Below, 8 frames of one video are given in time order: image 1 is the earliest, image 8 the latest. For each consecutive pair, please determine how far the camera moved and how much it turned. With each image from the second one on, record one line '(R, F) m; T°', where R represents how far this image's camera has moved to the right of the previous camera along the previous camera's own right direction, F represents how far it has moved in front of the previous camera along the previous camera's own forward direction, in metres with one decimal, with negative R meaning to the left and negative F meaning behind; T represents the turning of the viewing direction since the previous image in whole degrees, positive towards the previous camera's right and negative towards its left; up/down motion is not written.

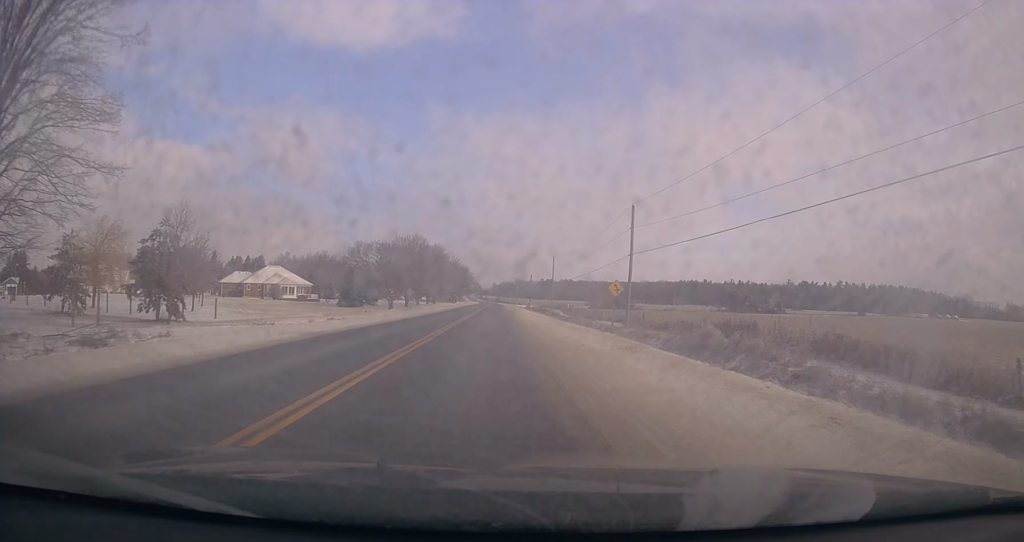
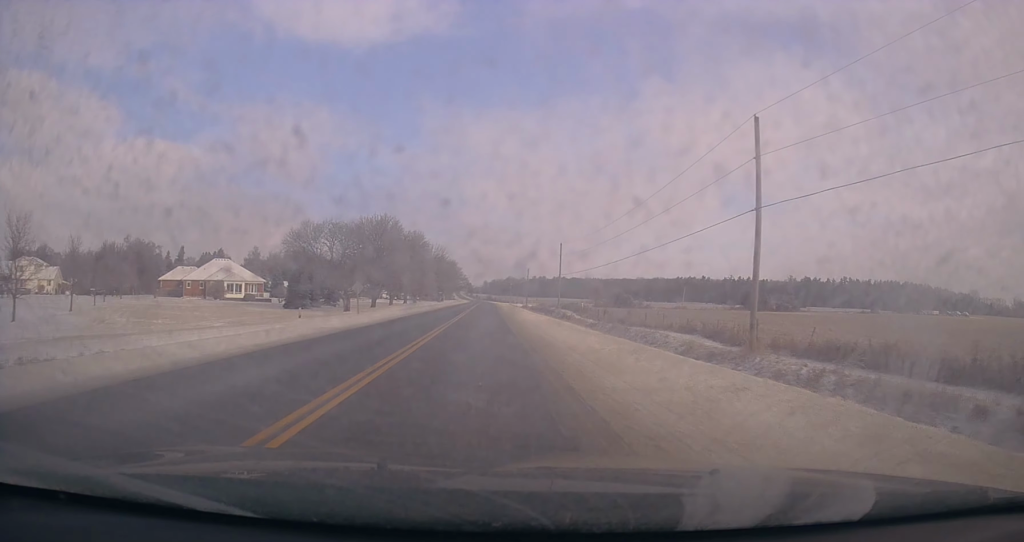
(+0.1, +25.1) m; +1°
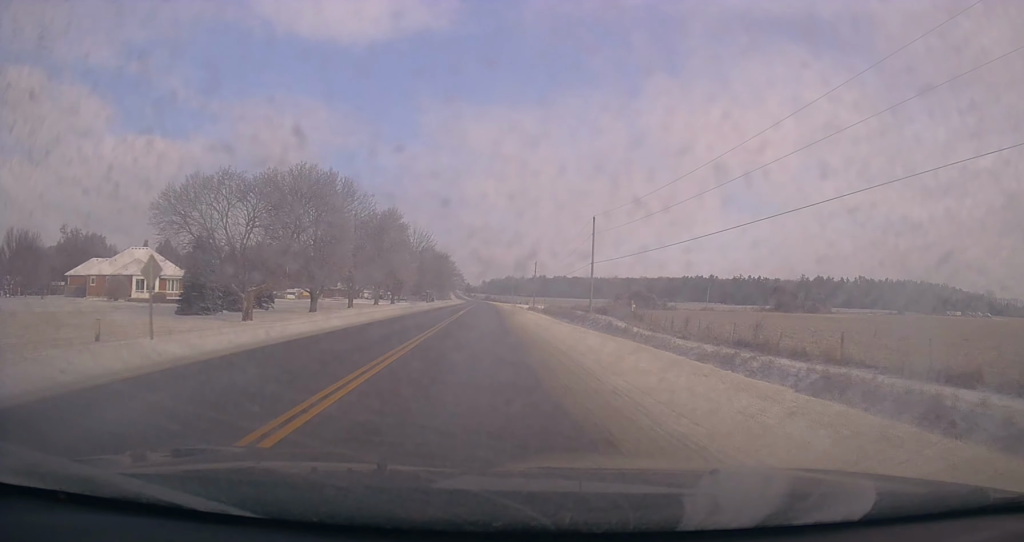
(+0.2, +30.9) m; 0°
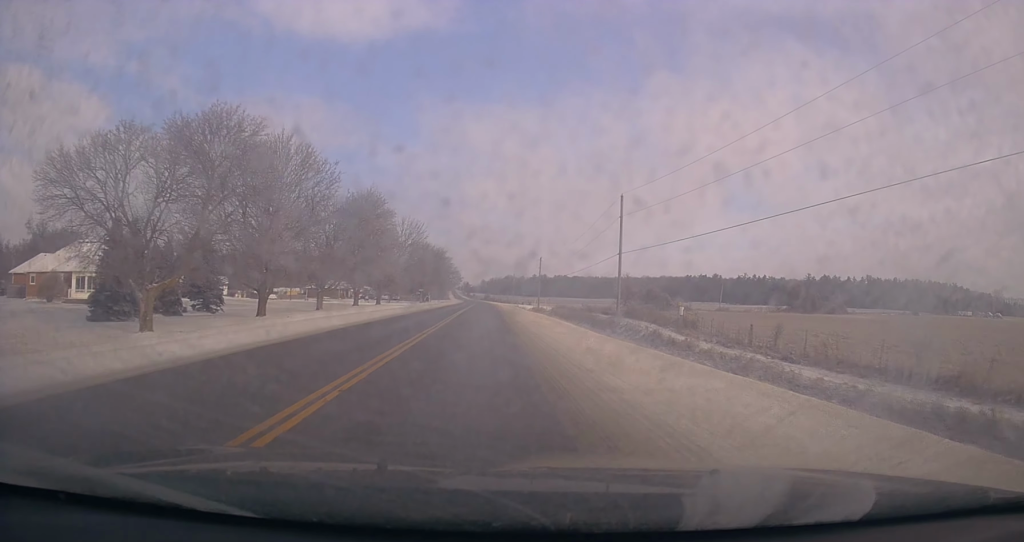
(0.0, +14.0) m; 0°
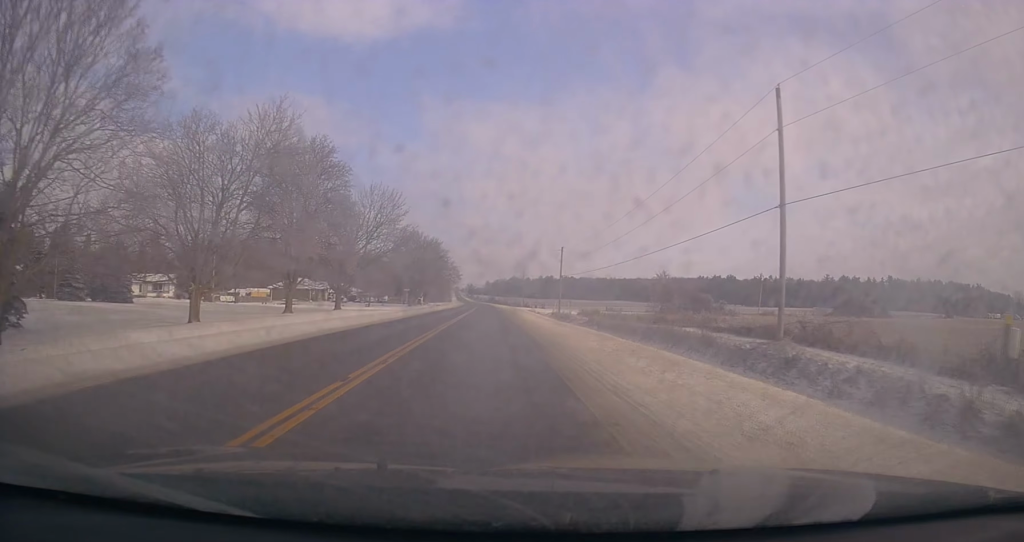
(-0.1, +28.7) m; -1°
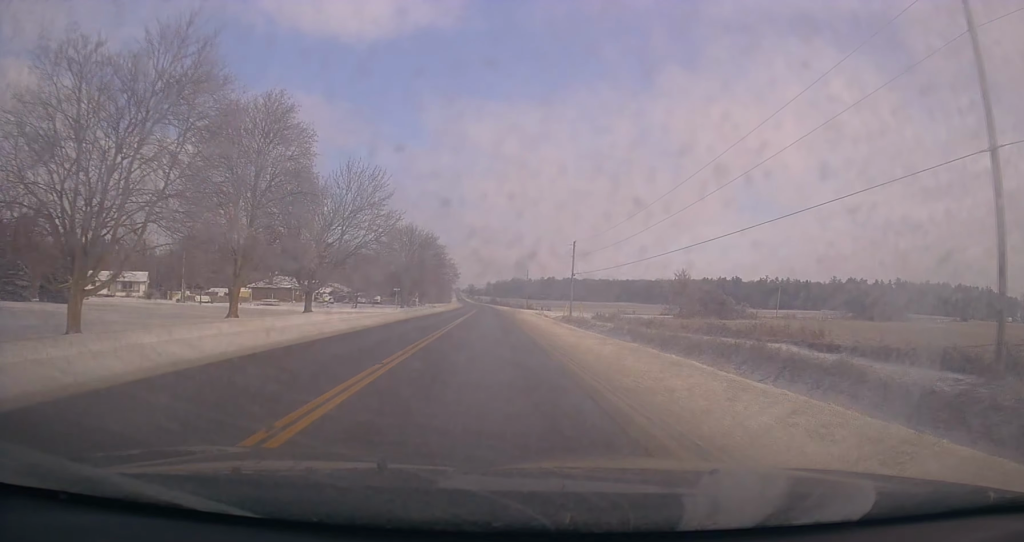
(0.0, +11.8) m; -1°
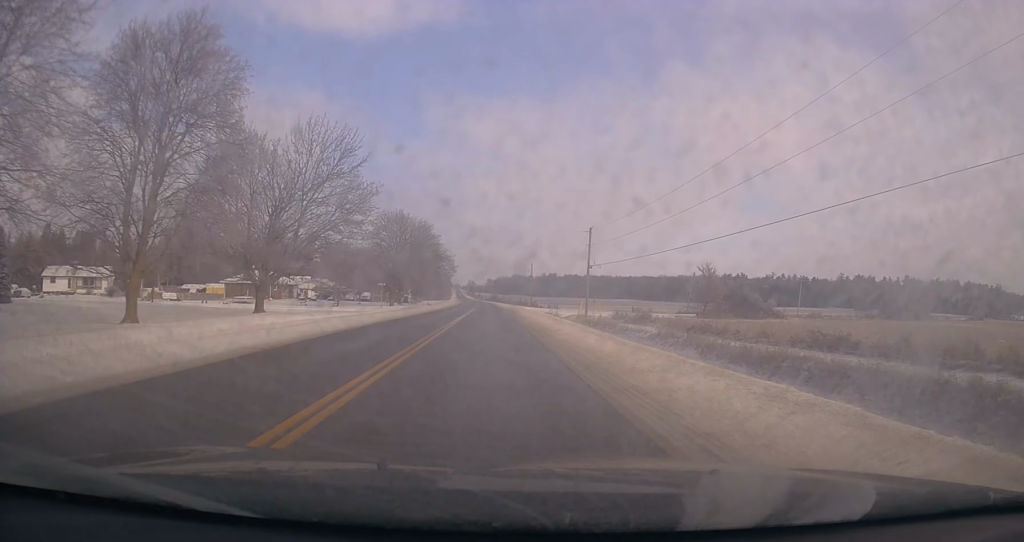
(-0.1, +12.7) m; 0°
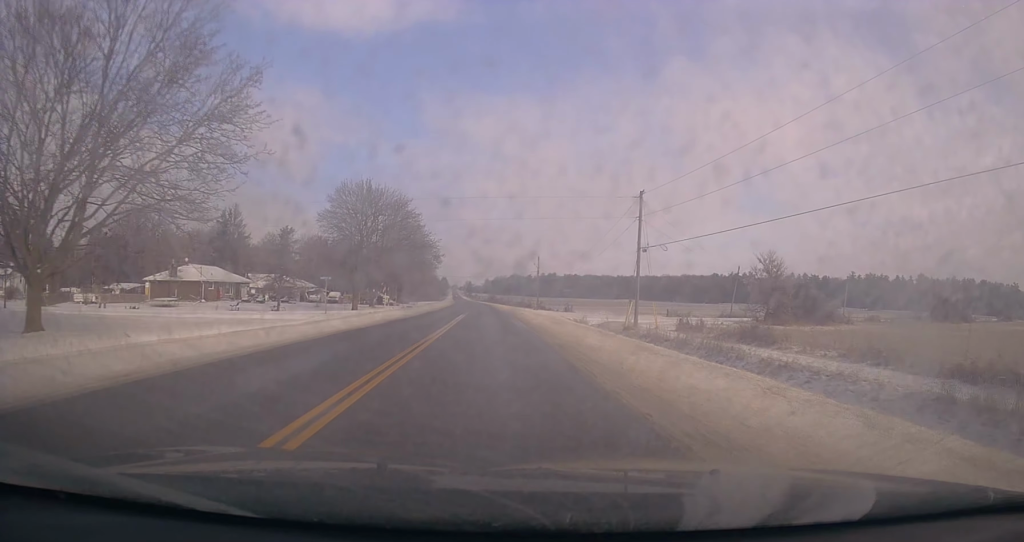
(0.0, +24.3) m; +1°
